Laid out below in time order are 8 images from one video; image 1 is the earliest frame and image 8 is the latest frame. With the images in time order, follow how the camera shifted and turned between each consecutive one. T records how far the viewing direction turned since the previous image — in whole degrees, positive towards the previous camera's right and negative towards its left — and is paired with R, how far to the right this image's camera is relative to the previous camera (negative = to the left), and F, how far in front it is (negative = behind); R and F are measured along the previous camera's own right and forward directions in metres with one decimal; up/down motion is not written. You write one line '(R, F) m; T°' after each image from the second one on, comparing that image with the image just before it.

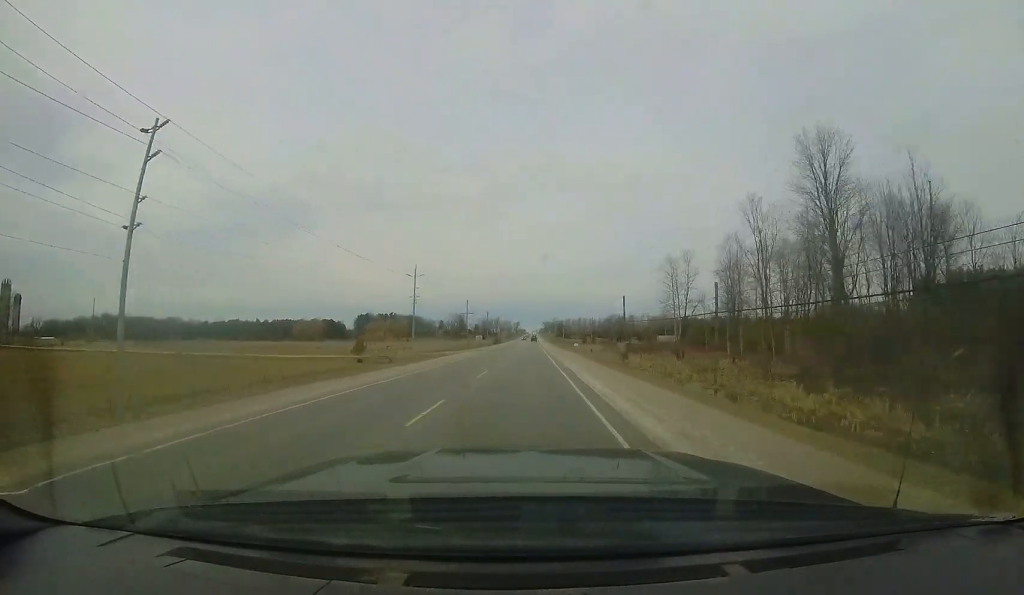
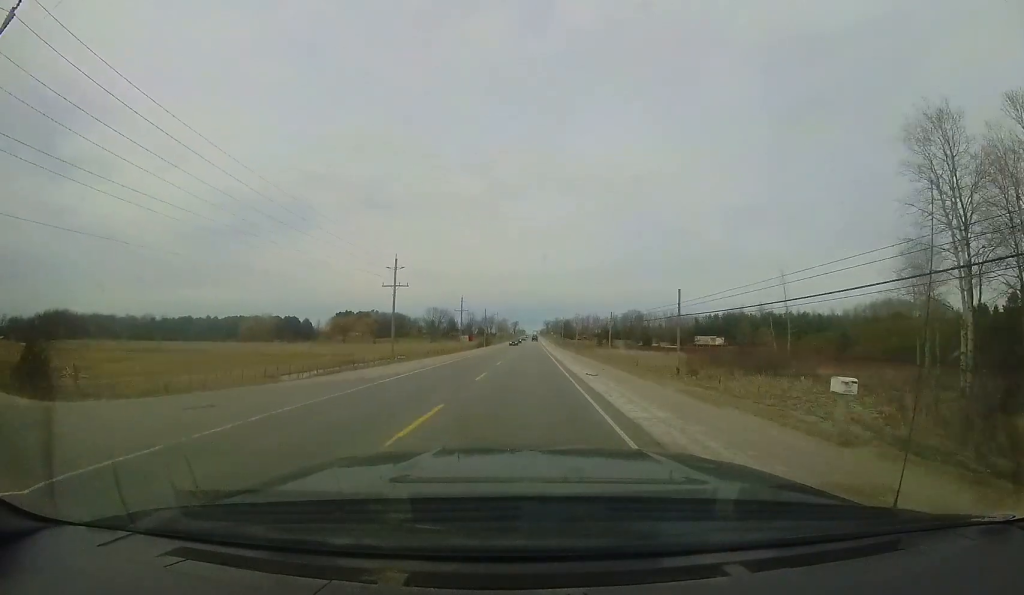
(-0.1, +46.6) m; -1°
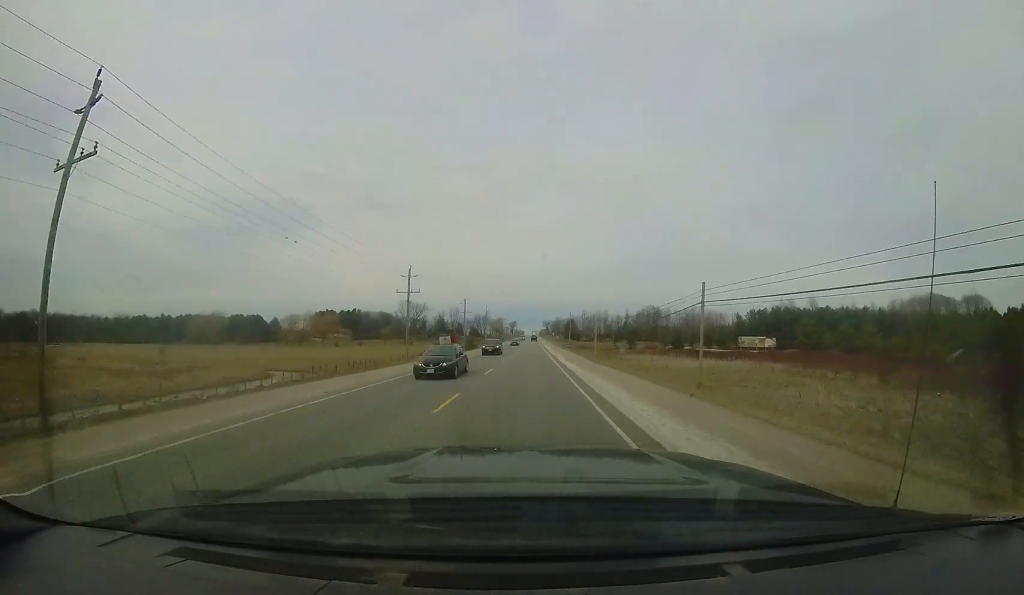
(0.0, +33.8) m; 0°
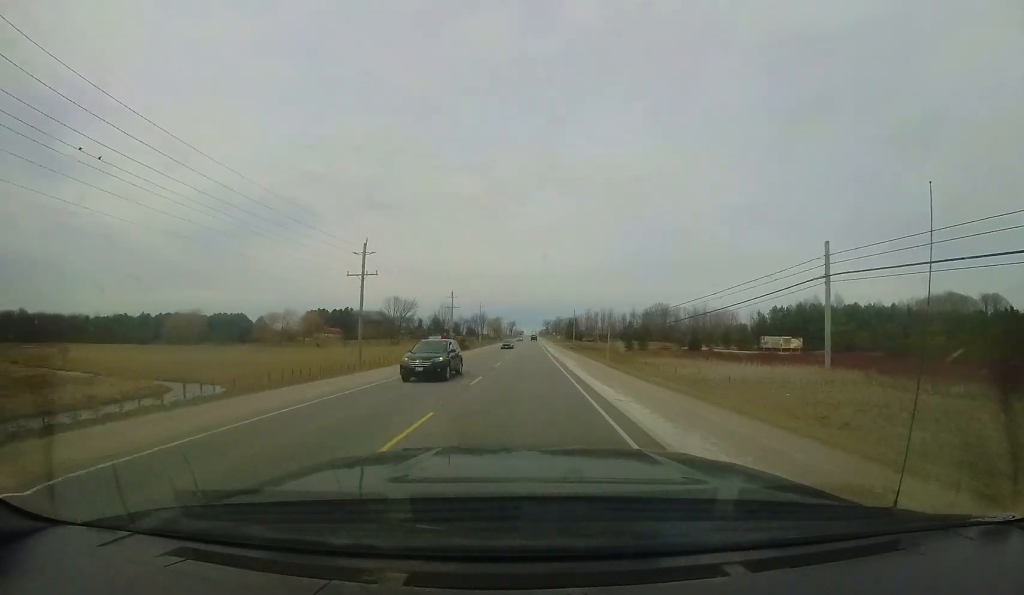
(-0.1, +12.7) m; 0°
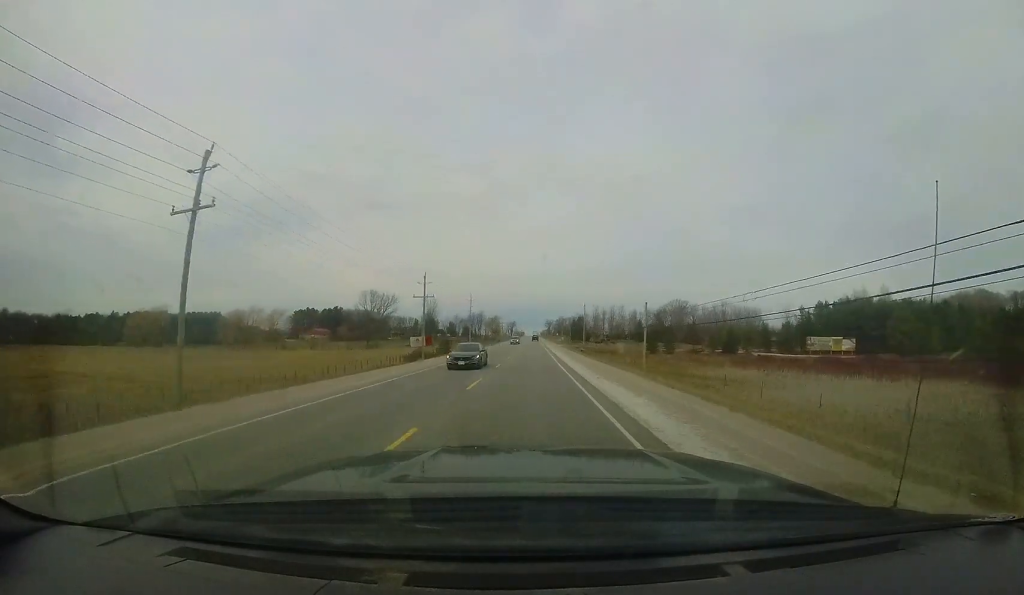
(+0.2, +19.0) m; 0°
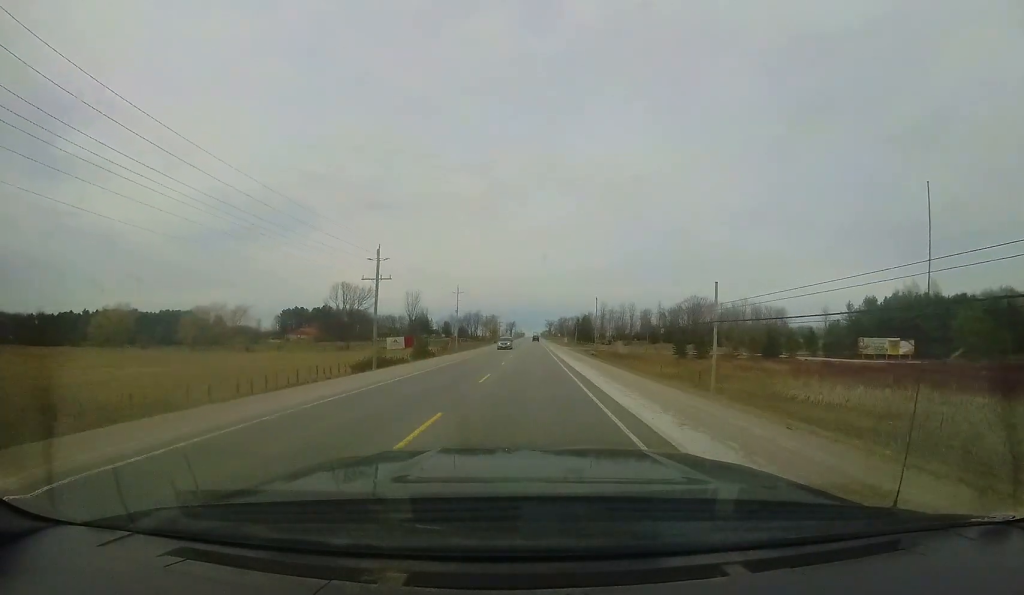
(+0.1, +16.2) m; 0°
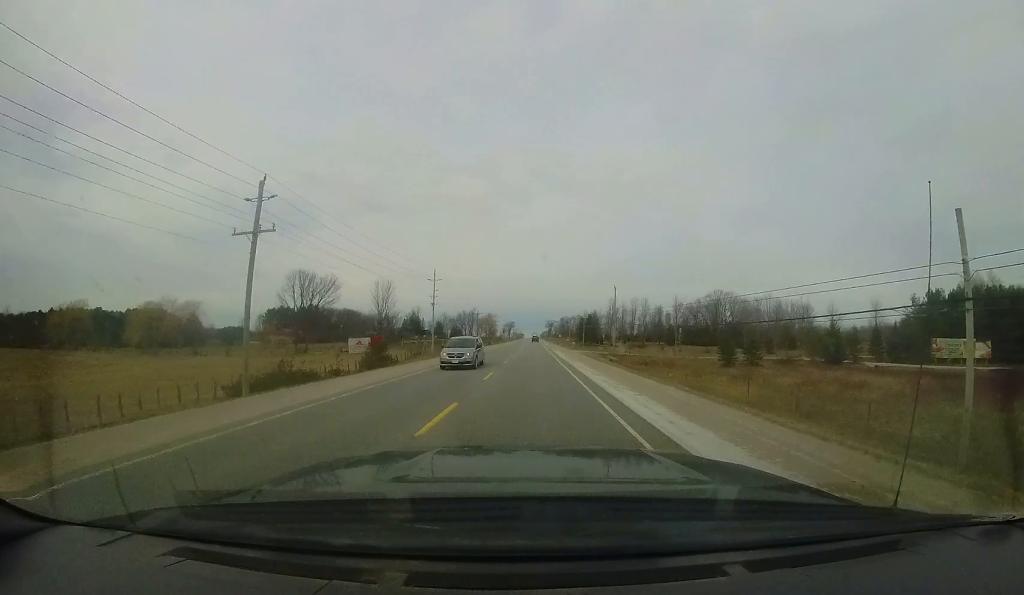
(-0.2, +17.1) m; 0°
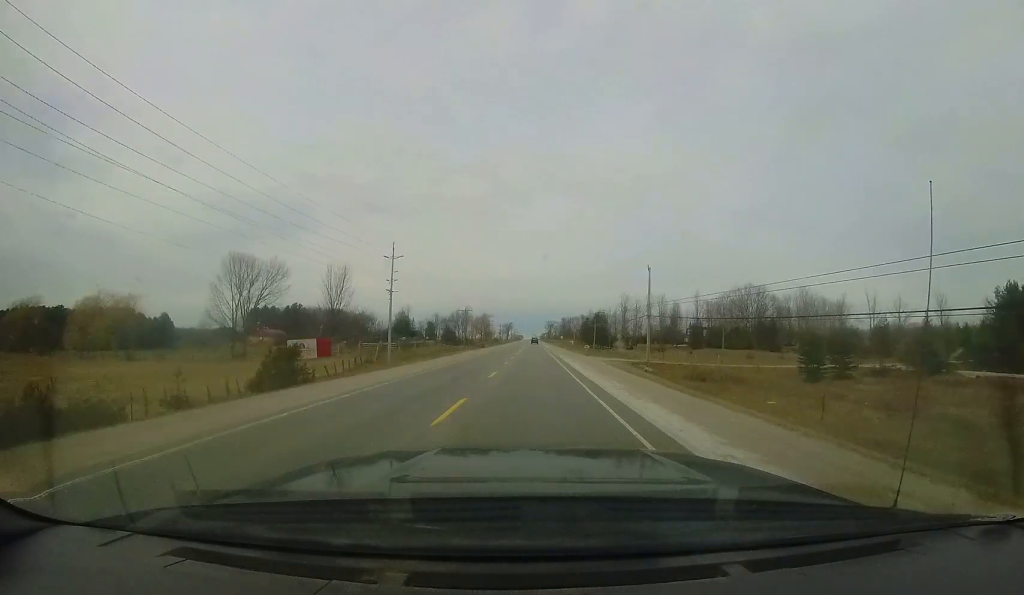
(0.0, +17.0) m; +1°
